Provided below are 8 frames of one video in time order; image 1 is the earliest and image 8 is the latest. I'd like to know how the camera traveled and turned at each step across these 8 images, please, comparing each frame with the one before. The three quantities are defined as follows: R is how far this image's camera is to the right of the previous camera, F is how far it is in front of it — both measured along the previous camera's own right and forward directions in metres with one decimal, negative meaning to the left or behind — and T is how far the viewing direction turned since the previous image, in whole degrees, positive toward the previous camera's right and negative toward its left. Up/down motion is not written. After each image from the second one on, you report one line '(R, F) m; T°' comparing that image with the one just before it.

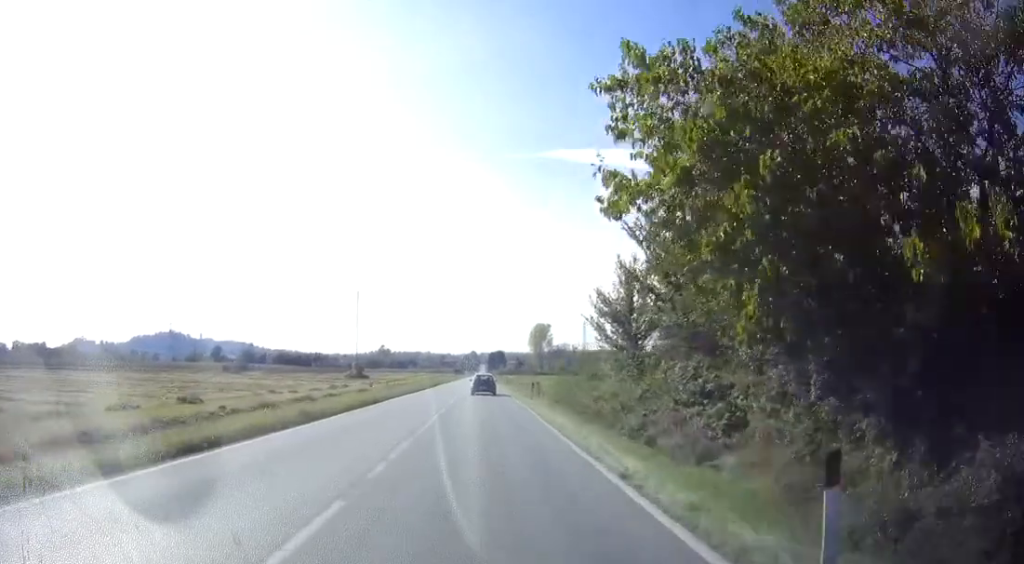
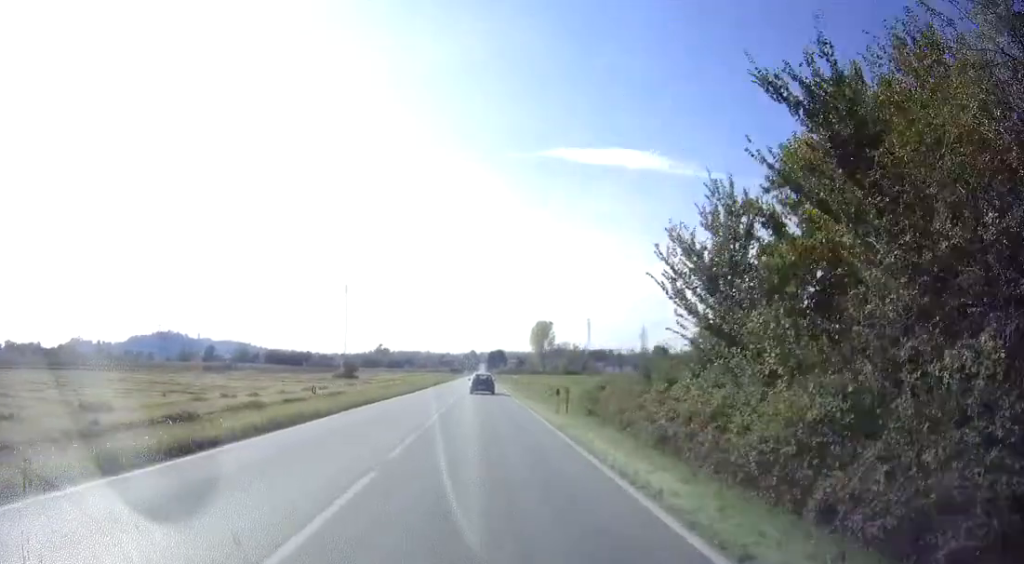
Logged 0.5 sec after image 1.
(0.0, +10.2) m; 0°
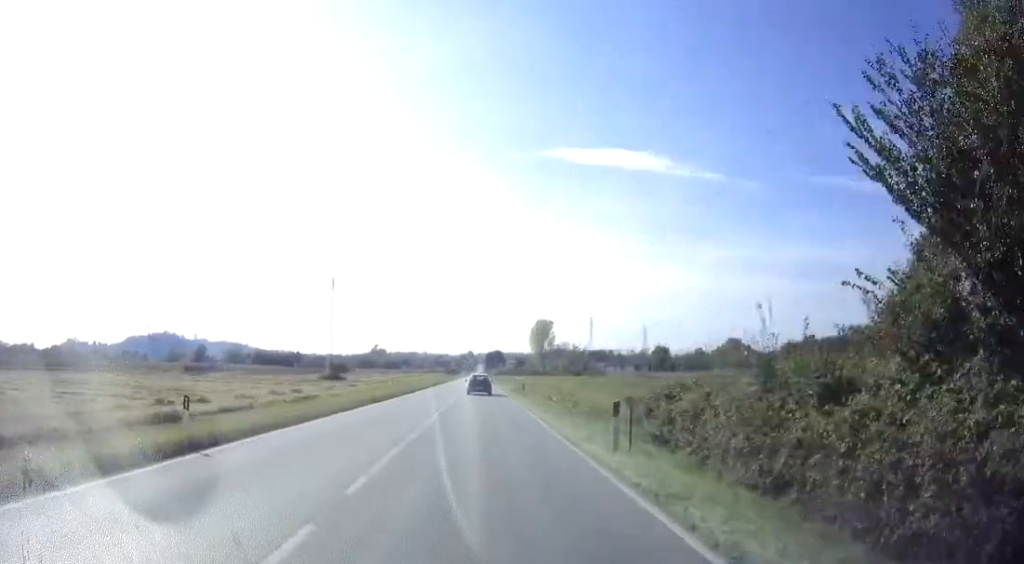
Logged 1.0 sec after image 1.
(0.0, +9.0) m; 0°
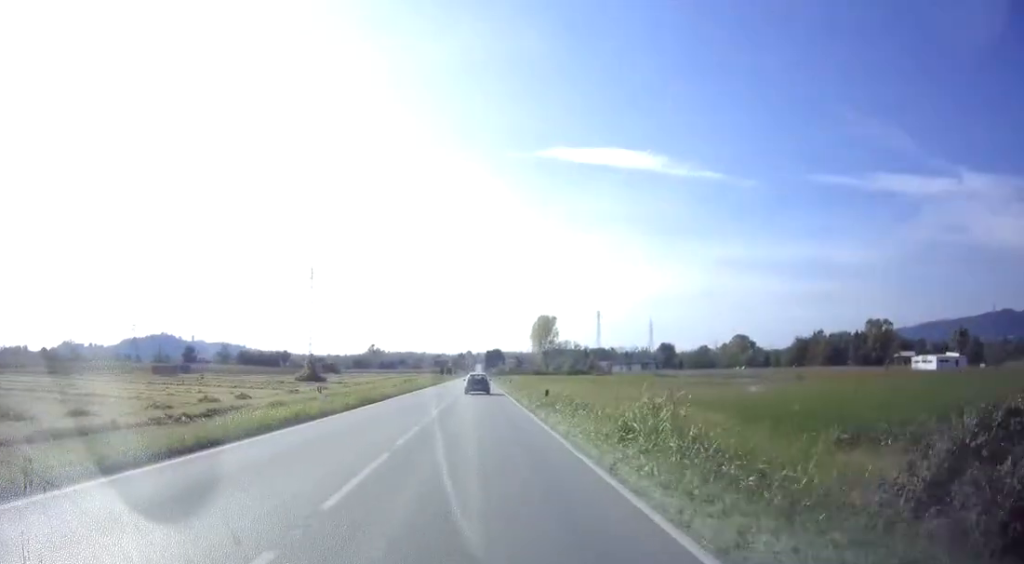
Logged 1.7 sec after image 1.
(0.0, +12.9) m; 0°
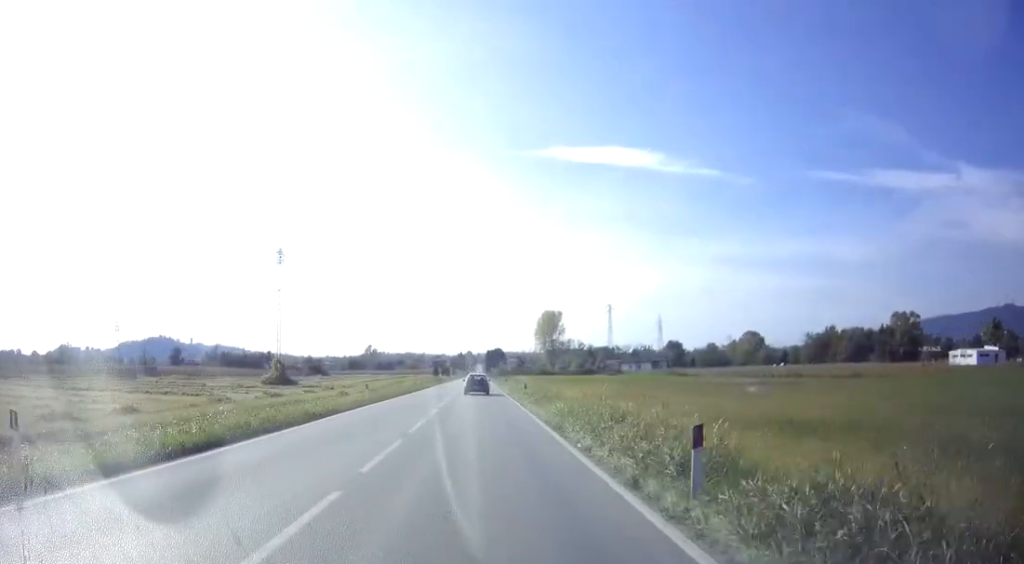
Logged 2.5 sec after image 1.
(0.0, +16.2) m; 0°
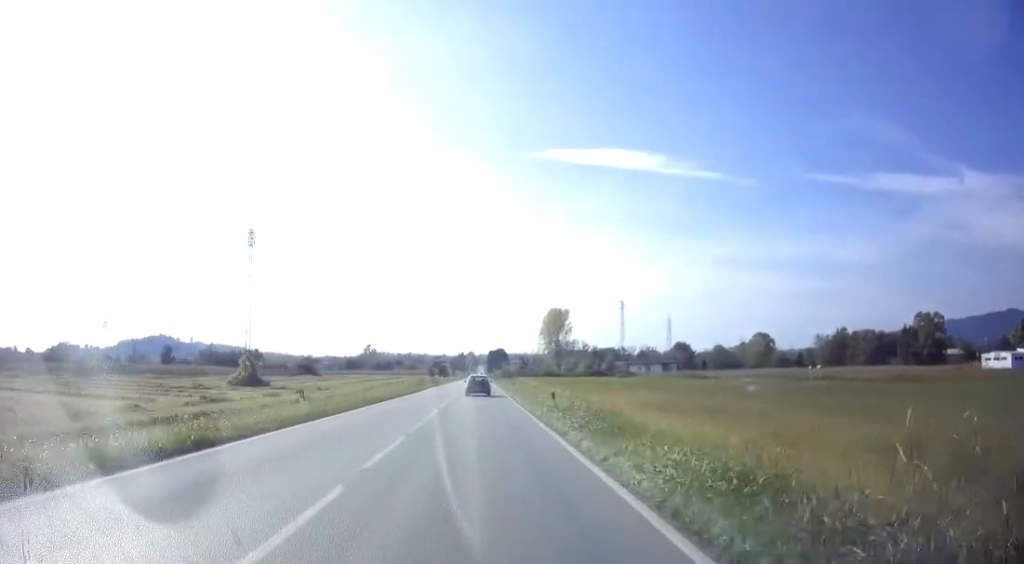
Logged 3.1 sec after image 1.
(0.0, +11.7) m; 0°
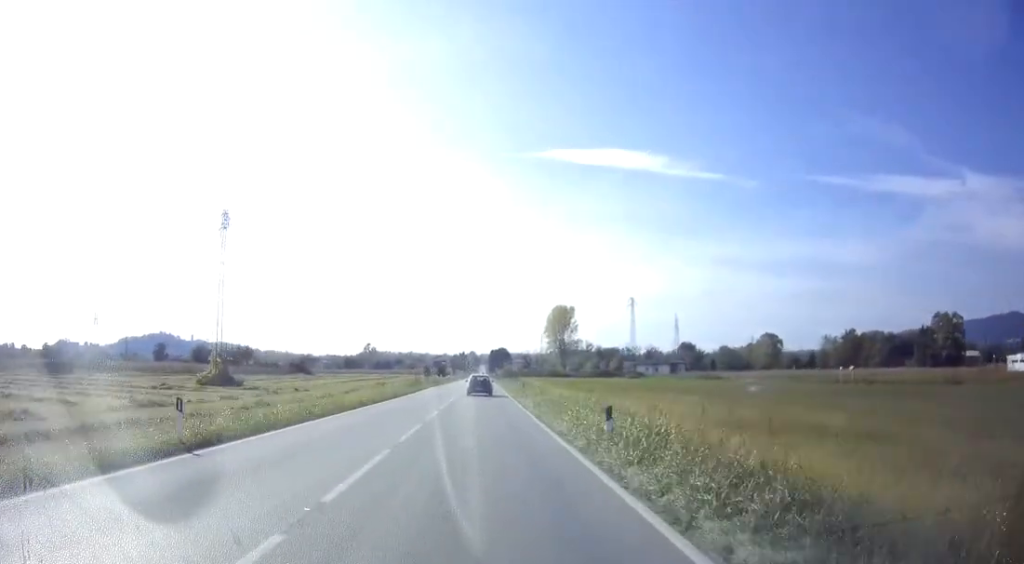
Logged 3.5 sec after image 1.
(0.0, +8.4) m; 0°
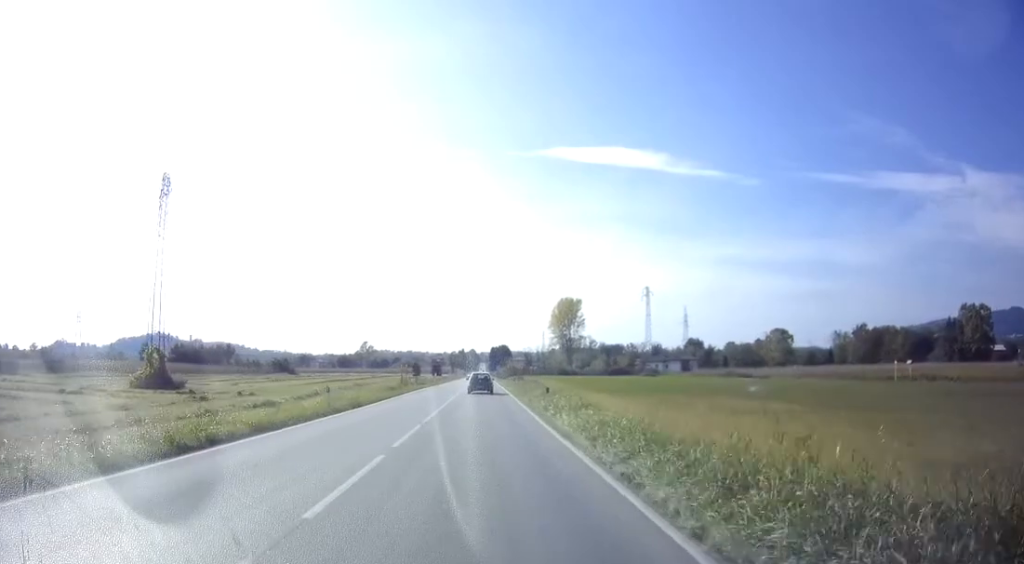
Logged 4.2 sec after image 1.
(0.0, +13.0) m; 0°
